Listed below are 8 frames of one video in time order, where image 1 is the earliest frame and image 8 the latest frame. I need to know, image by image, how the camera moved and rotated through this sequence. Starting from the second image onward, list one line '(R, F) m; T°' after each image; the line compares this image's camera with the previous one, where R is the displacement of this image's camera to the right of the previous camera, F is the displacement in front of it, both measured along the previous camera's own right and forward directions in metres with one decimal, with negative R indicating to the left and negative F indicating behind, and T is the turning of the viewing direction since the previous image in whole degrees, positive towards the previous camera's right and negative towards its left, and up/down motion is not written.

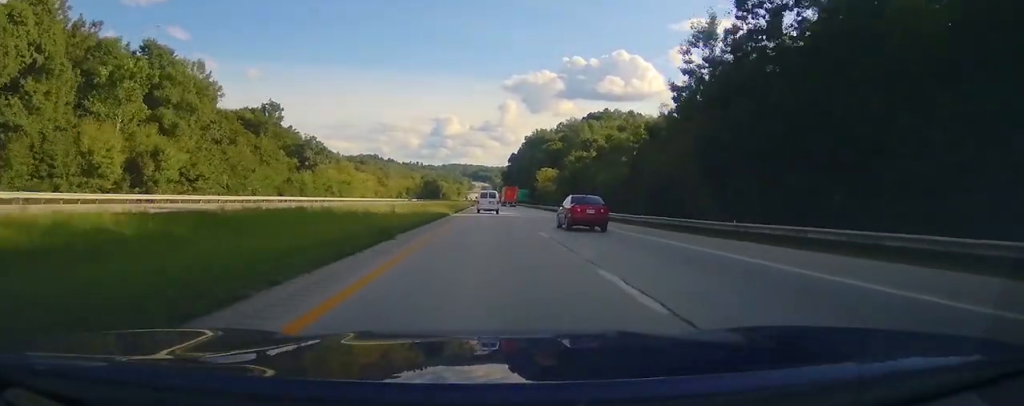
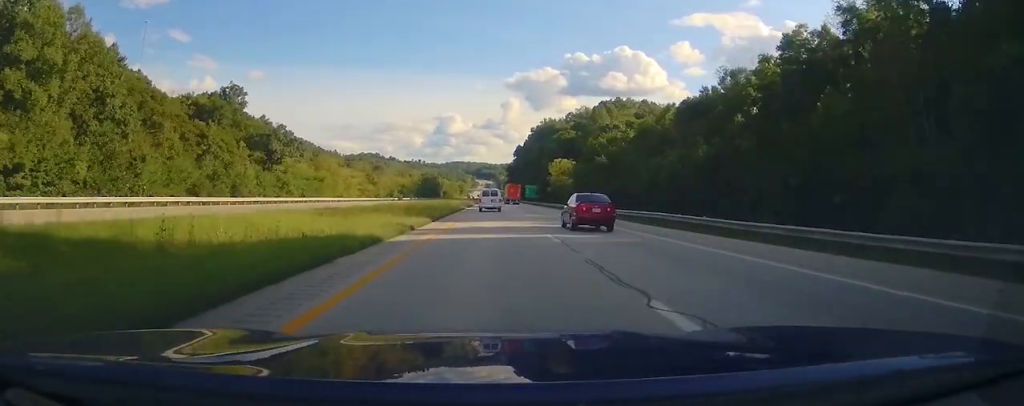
(-0.3, +26.9) m; -1°
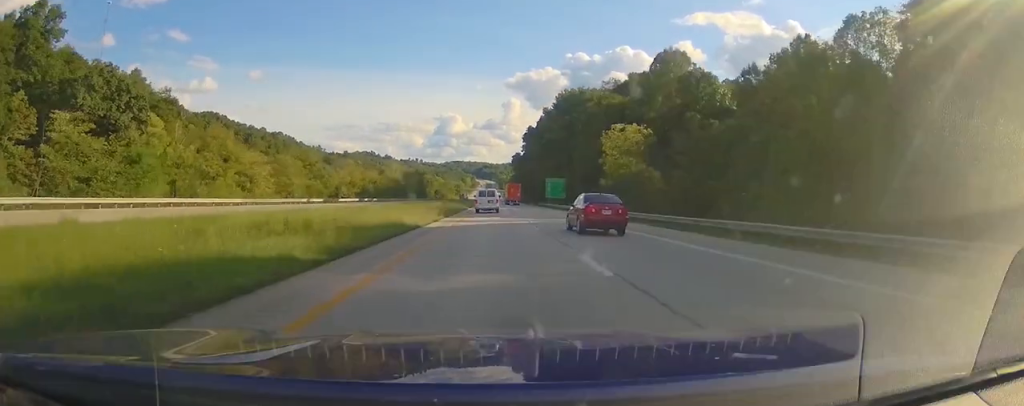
(0.0, +67.8) m; 0°
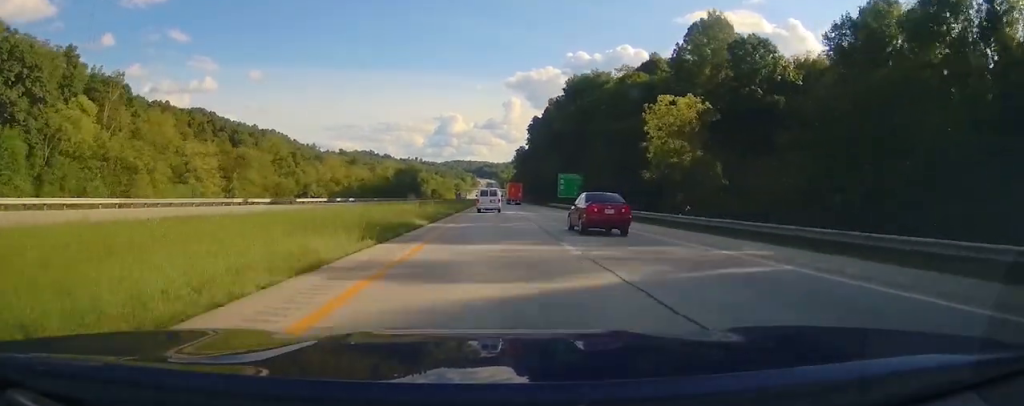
(0.0, +21.0) m; 0°
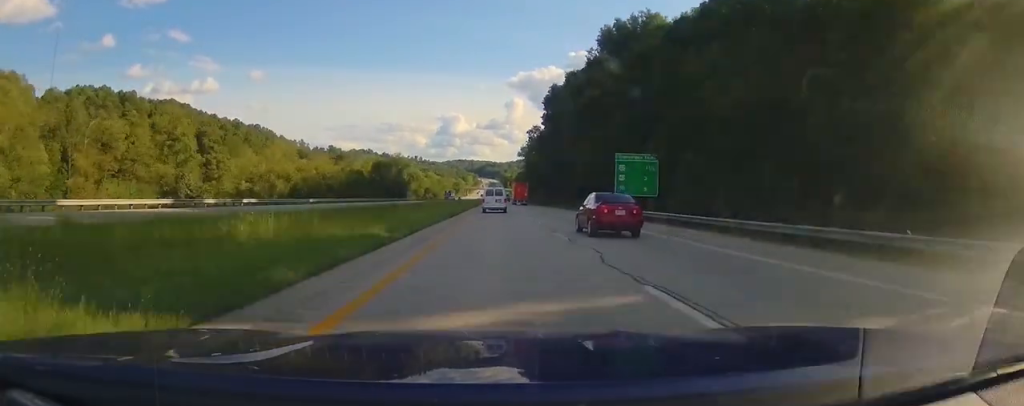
(+0.1, +44.4) m; 0°
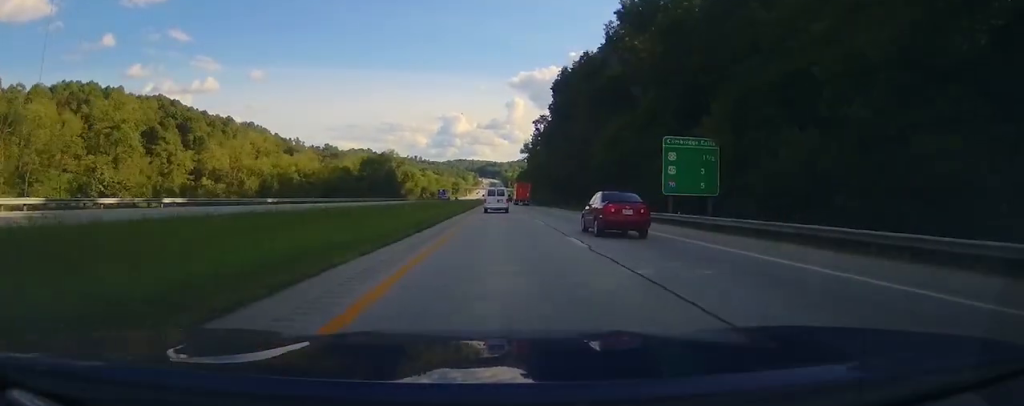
(+0.1, +15.2) m; 0°
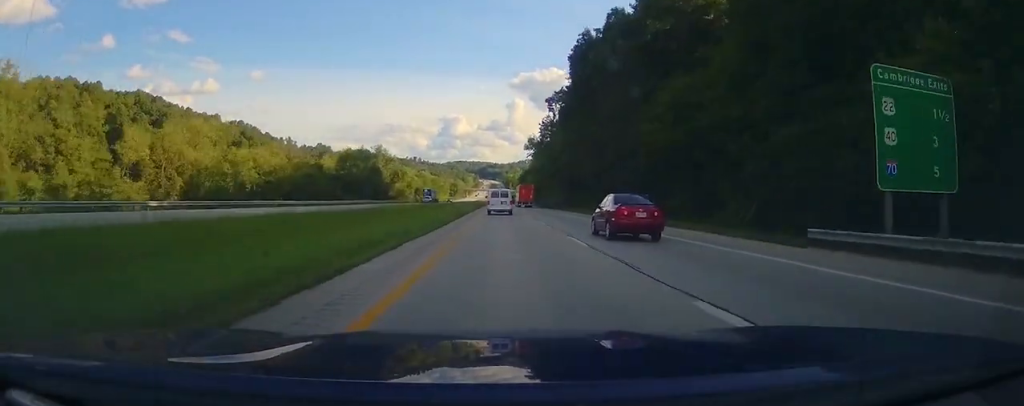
(+0.1, +23.3) m; 0°
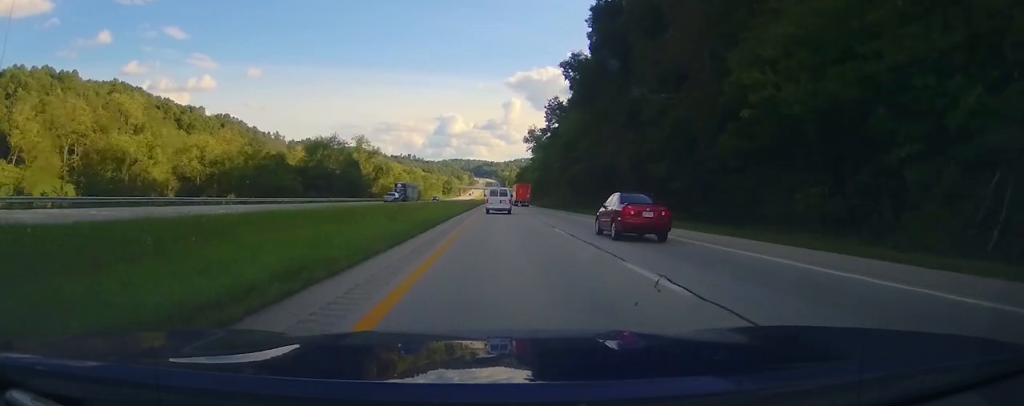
(0.0, +19.7) m; 0°
